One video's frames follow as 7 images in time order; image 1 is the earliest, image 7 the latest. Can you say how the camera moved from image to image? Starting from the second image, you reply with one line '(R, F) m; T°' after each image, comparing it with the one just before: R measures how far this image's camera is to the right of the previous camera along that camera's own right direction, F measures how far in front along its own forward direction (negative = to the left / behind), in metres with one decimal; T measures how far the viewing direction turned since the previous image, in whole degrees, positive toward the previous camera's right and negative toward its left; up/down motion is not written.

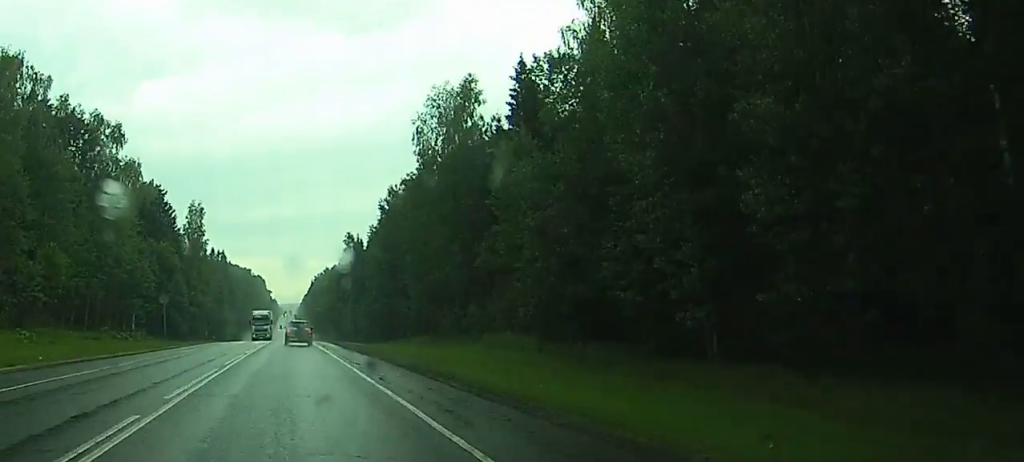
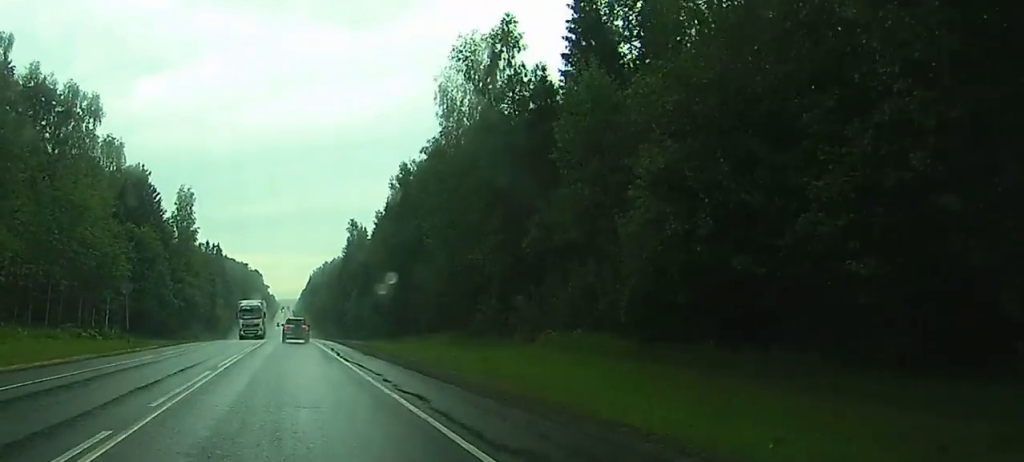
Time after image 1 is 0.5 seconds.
(0.0, +13.8) m; 0°
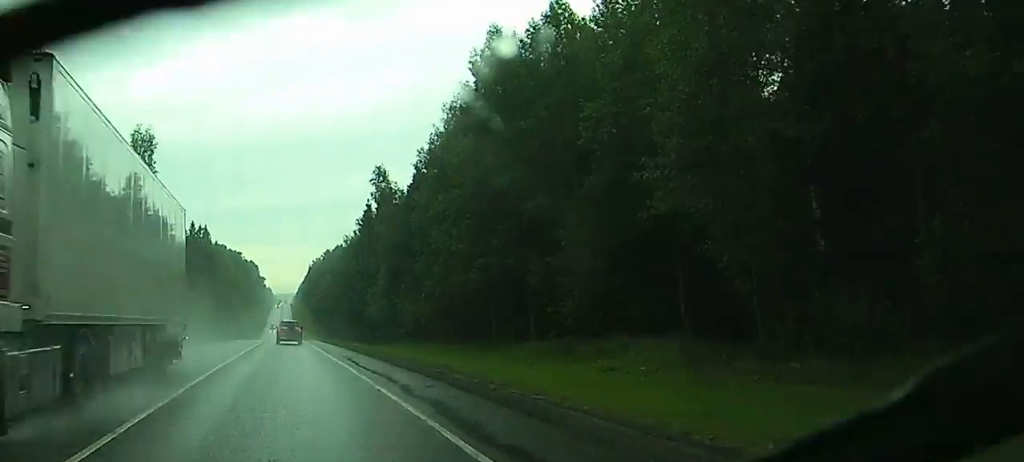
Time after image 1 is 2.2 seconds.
(+0.4, +44.0) m; +1°
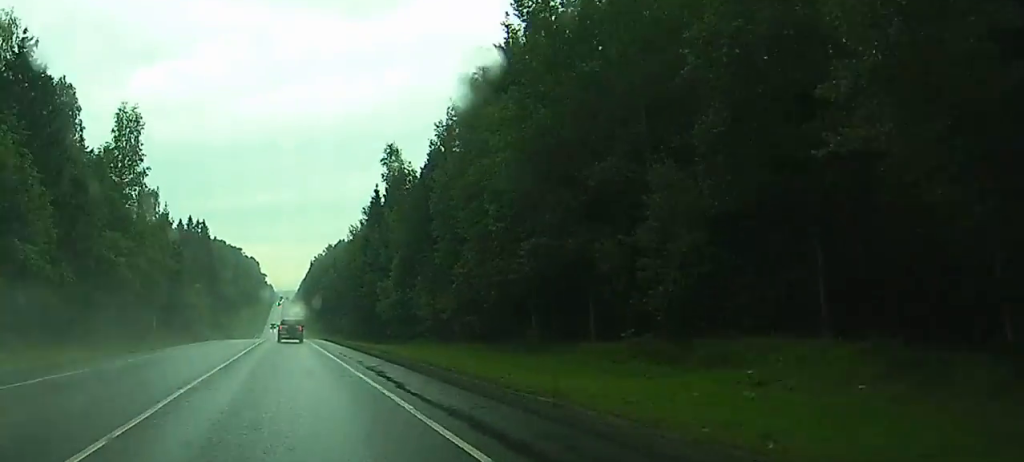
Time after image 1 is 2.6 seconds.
(-0.1, +10.4) m; 0°
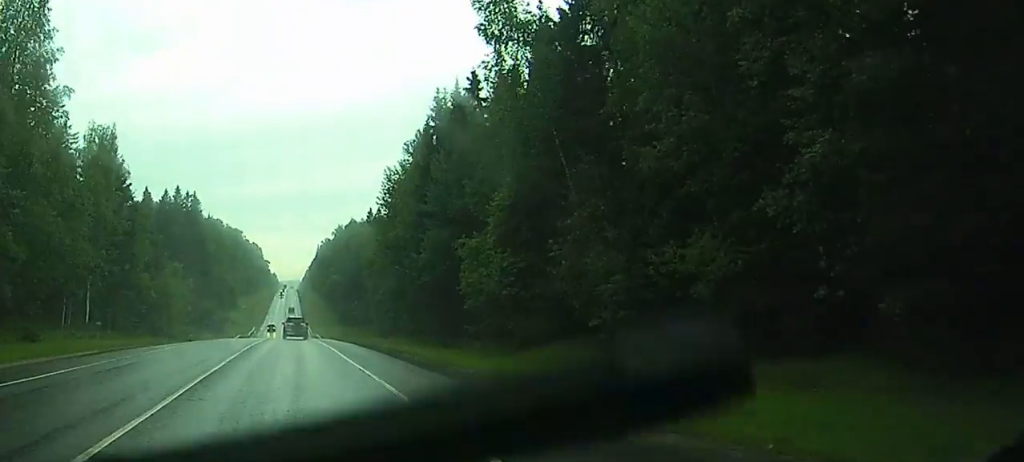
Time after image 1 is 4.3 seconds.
(+0.3, +42.6) m; 0°
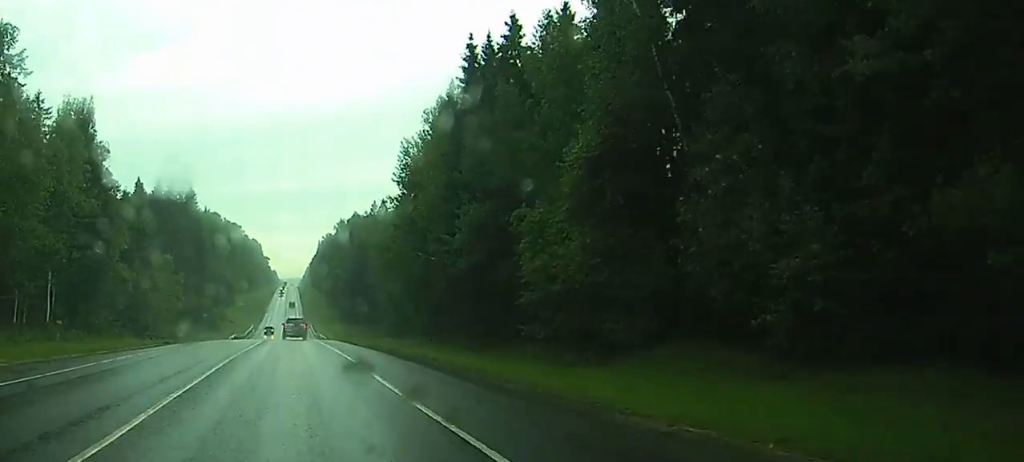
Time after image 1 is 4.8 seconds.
(0.0, +13.0) m; -1°
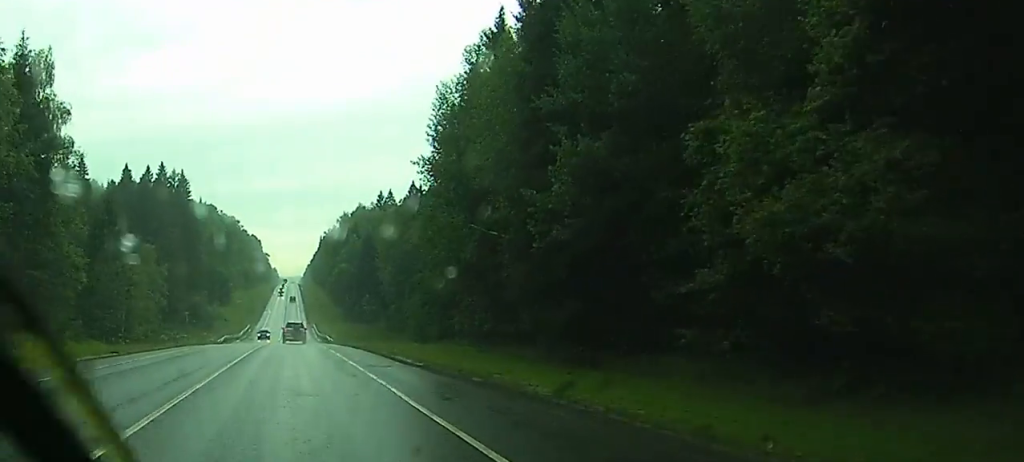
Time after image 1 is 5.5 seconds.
(-0.1, +18.2) m; -1°
